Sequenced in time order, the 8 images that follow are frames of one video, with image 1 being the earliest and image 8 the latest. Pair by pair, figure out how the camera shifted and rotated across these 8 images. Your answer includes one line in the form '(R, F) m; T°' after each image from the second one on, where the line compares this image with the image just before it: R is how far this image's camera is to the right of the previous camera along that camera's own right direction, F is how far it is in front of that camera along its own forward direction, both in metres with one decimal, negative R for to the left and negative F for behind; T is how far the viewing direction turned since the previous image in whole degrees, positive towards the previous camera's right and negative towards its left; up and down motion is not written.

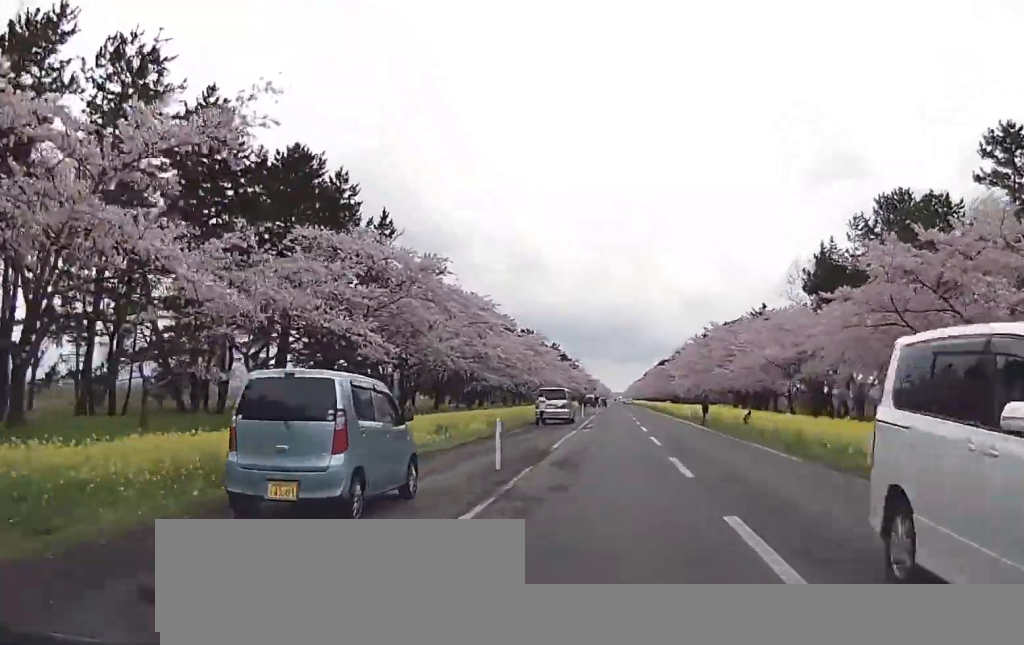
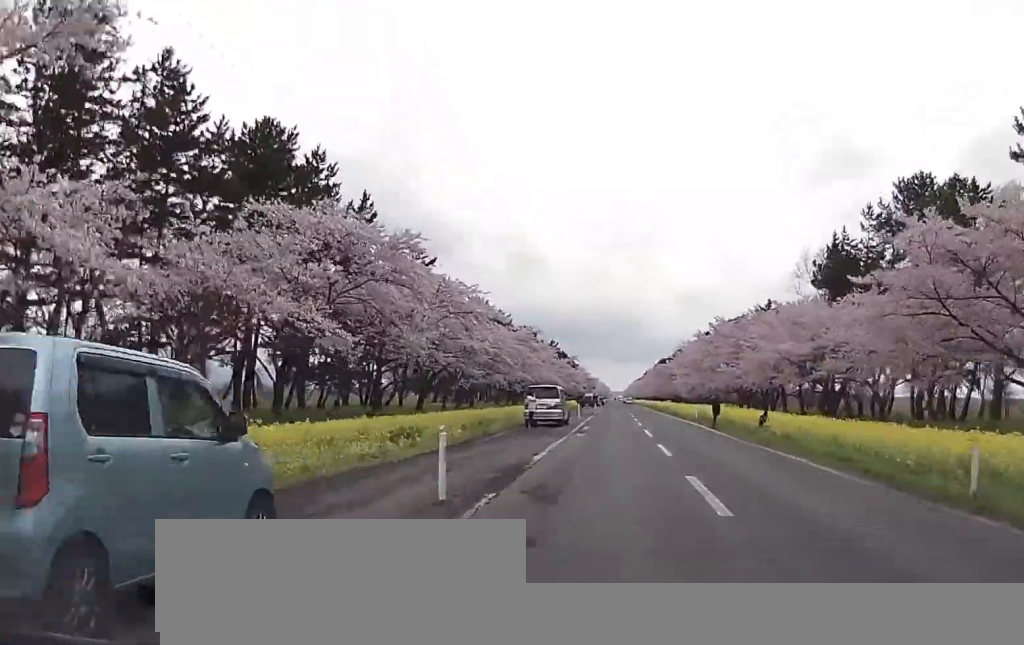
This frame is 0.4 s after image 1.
(-0.2, +4.9) m; 0°
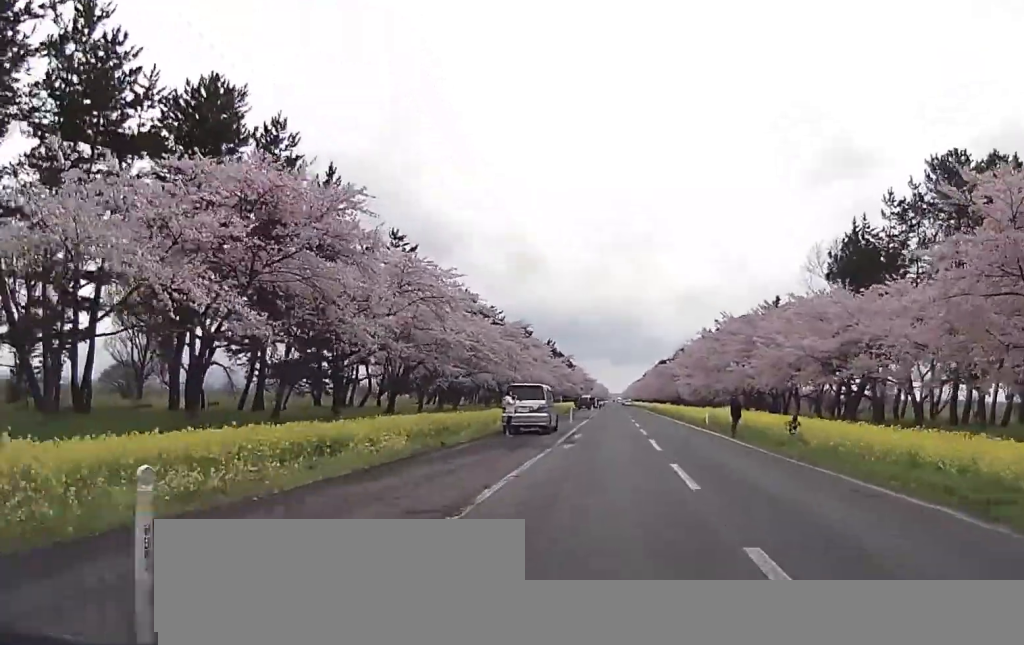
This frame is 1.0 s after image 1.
(-0.3, +7.0) m; 0°
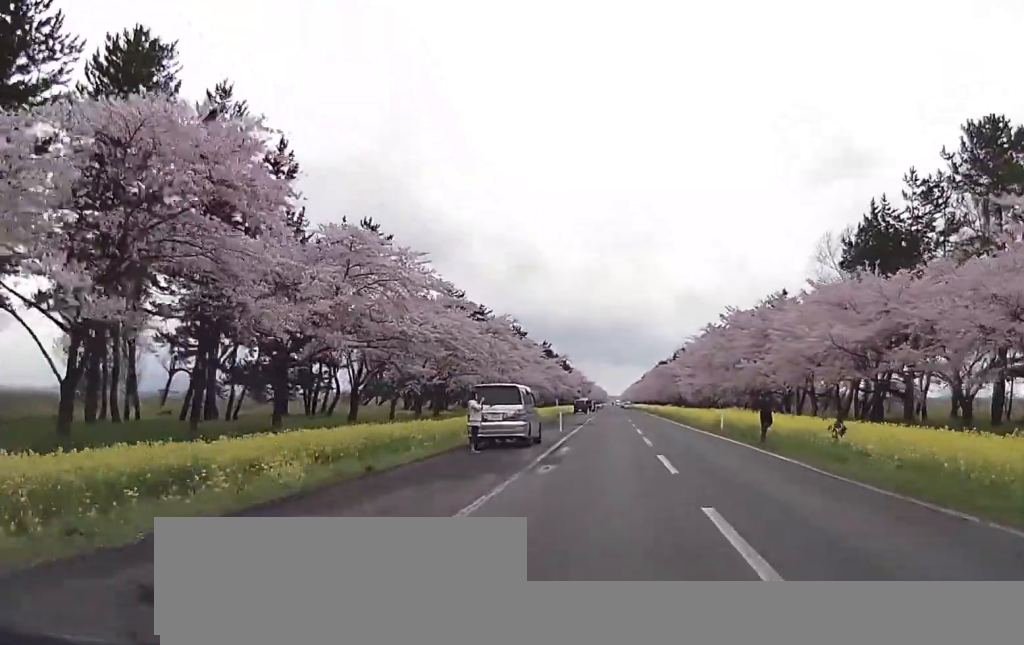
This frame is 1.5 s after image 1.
(+0.3, +6.9) m; +1°
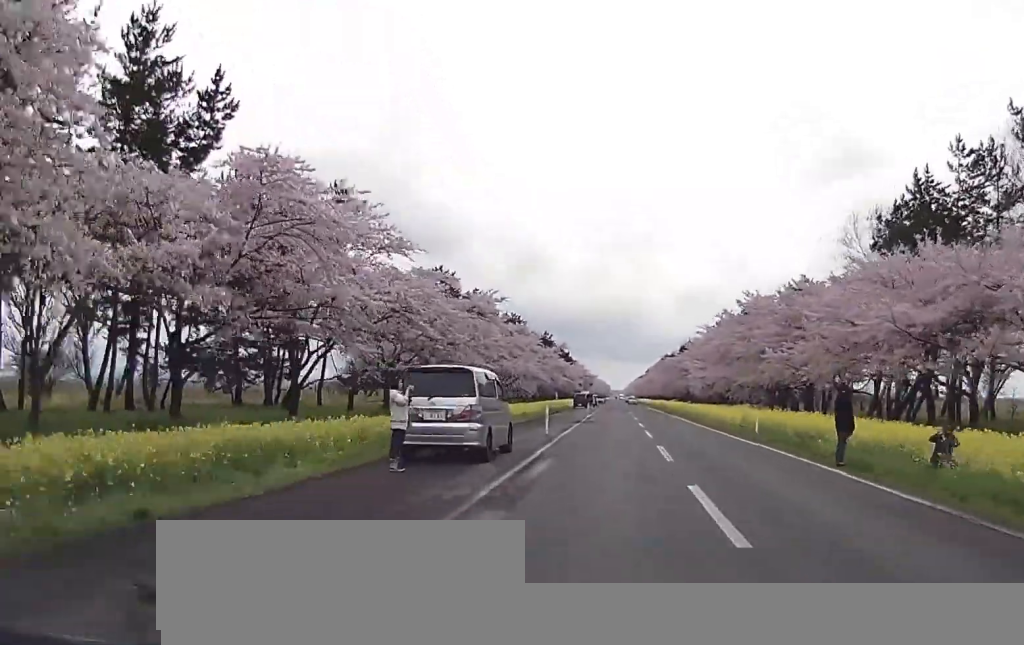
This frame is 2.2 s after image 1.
(+0.1, +8.6) m; +1°
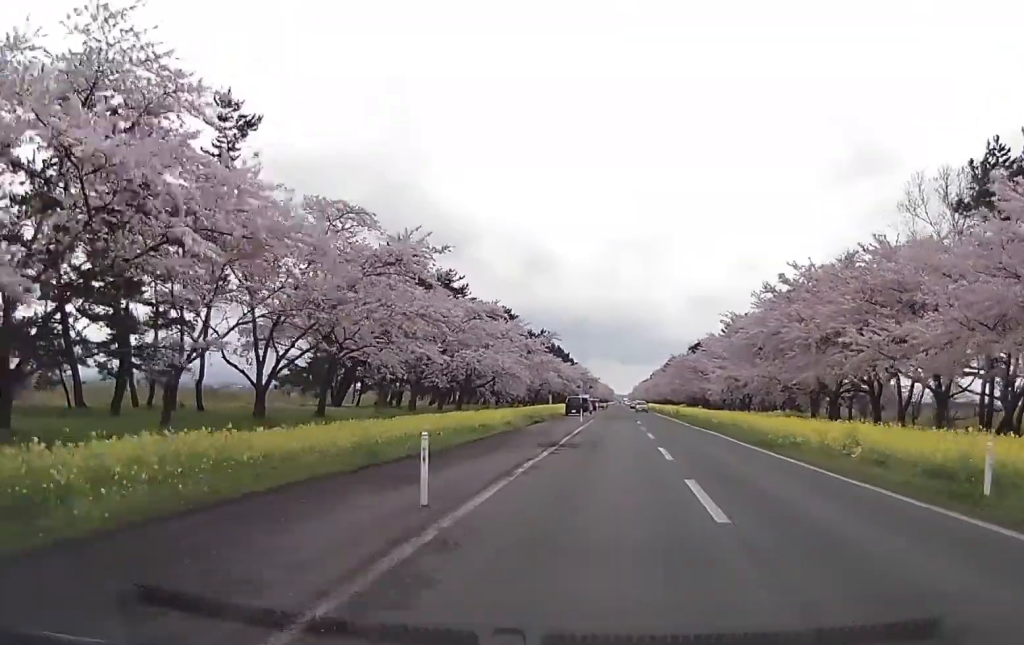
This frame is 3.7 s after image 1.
(0.0, +18.3) m; 0°
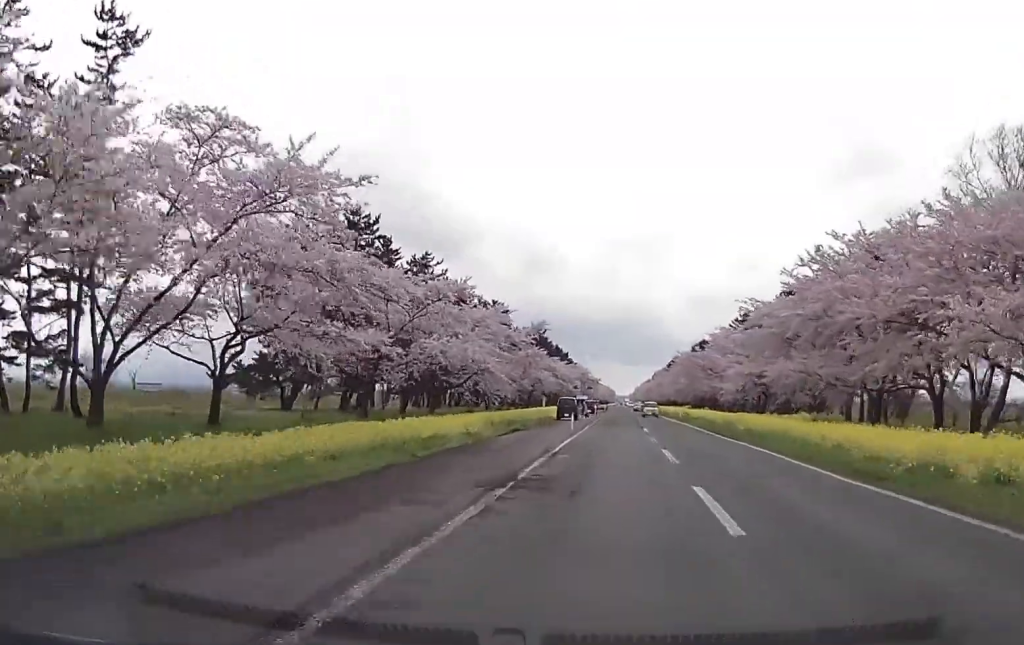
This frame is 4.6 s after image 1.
(0.0, +10.4) m; 0°
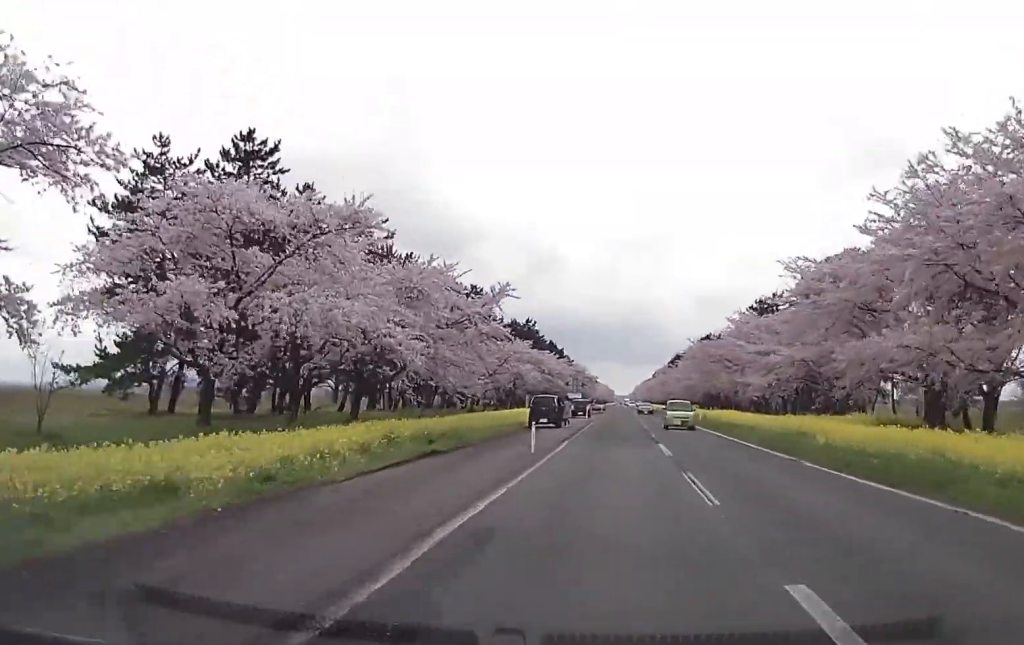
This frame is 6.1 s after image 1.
(0.0, +17.5) m; 0°
